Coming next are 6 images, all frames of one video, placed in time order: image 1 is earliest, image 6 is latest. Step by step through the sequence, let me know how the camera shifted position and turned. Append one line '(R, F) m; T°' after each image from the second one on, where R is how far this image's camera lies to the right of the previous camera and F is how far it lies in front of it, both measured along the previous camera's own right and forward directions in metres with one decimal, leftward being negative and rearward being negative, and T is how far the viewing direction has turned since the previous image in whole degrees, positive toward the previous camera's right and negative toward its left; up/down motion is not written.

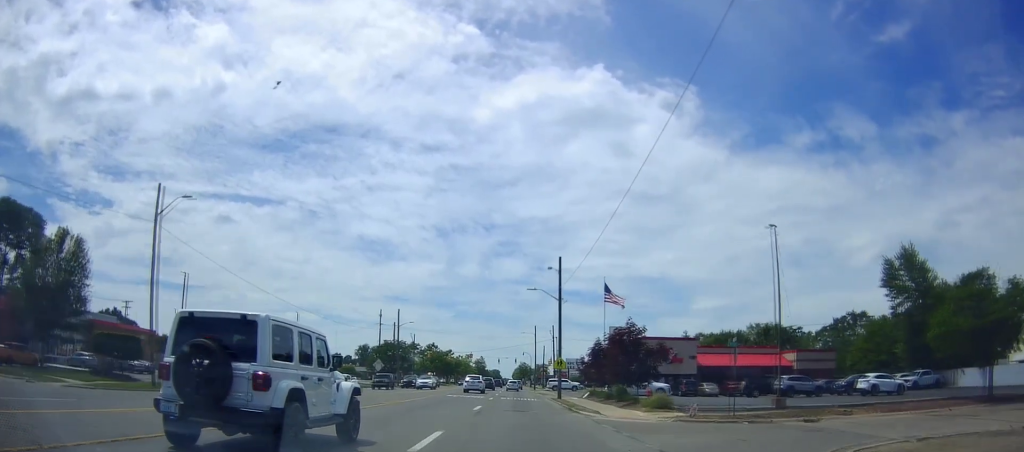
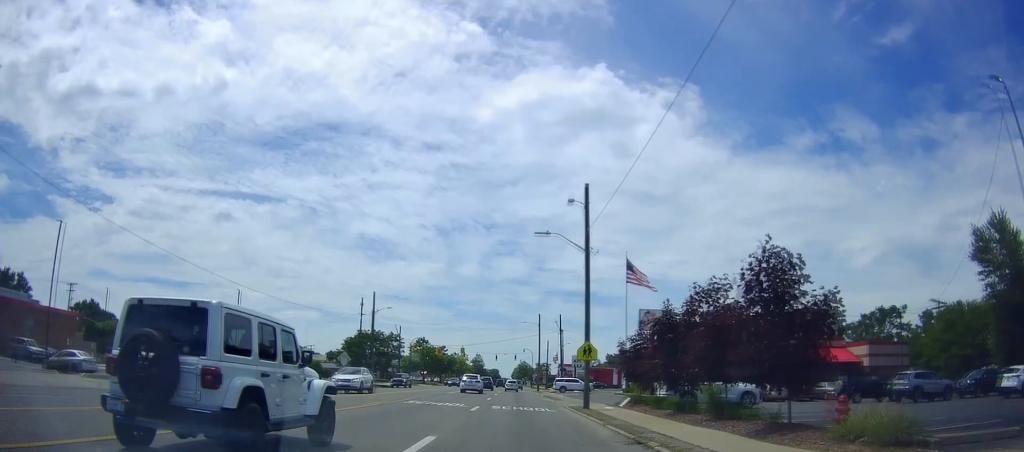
(0.0, +16.3) m; +1°
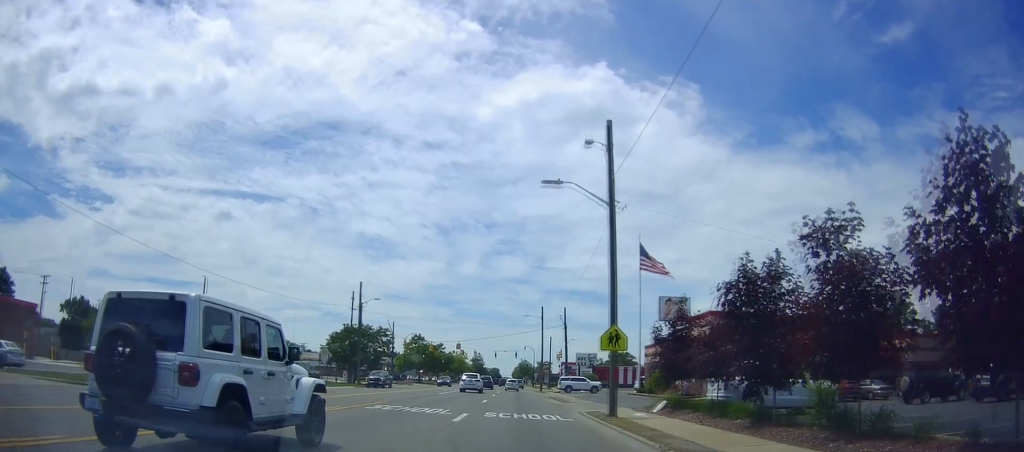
(0.0, +7.1) m; +1°
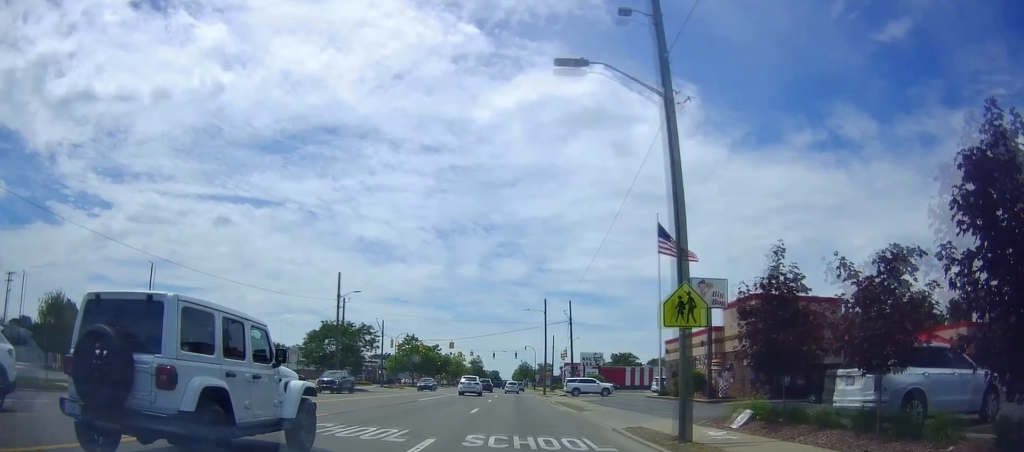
(+0.3, +8.5) m; +1°
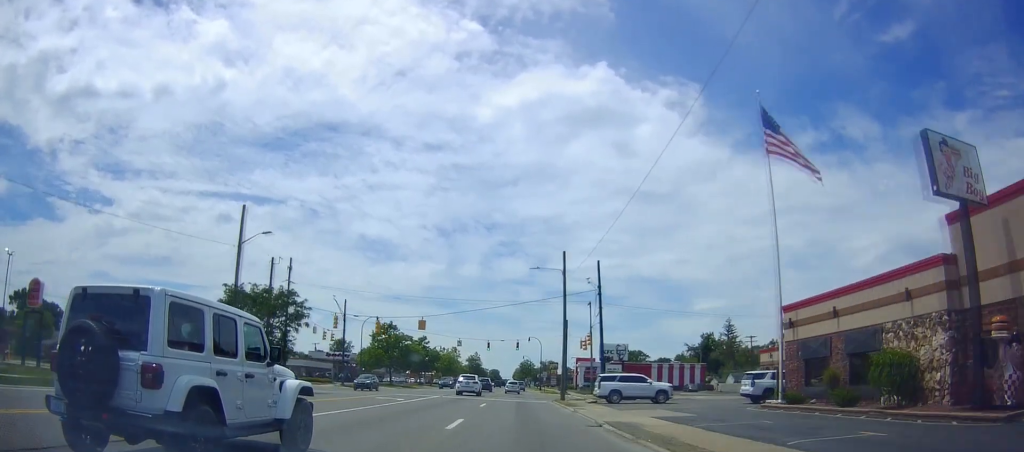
(0.0, +23.7) m; -2°
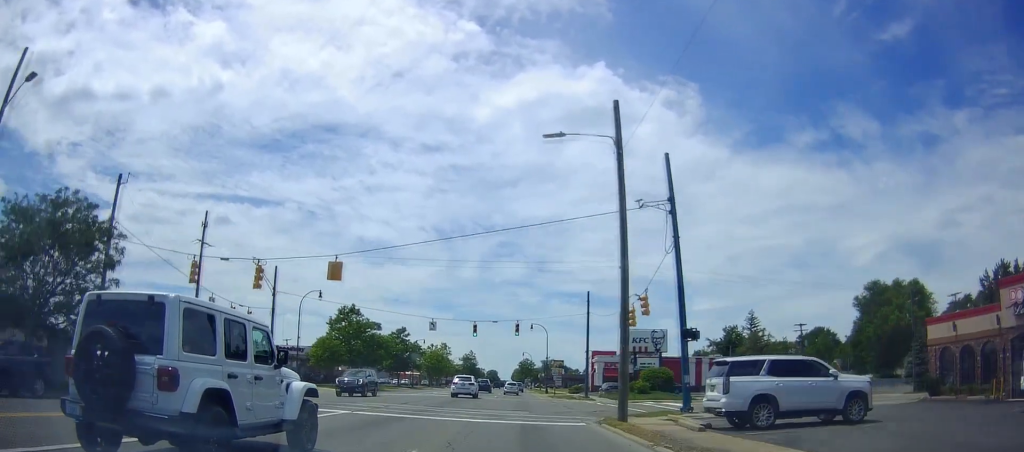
(-0.6, +23.3) m; 0°
